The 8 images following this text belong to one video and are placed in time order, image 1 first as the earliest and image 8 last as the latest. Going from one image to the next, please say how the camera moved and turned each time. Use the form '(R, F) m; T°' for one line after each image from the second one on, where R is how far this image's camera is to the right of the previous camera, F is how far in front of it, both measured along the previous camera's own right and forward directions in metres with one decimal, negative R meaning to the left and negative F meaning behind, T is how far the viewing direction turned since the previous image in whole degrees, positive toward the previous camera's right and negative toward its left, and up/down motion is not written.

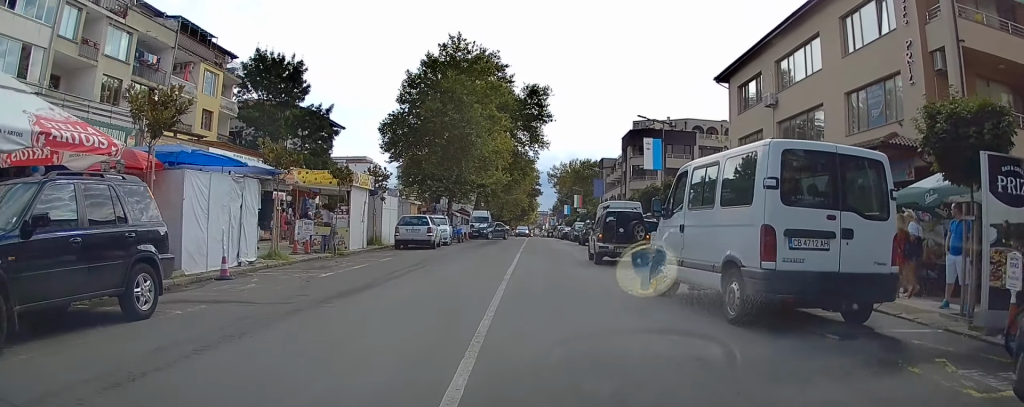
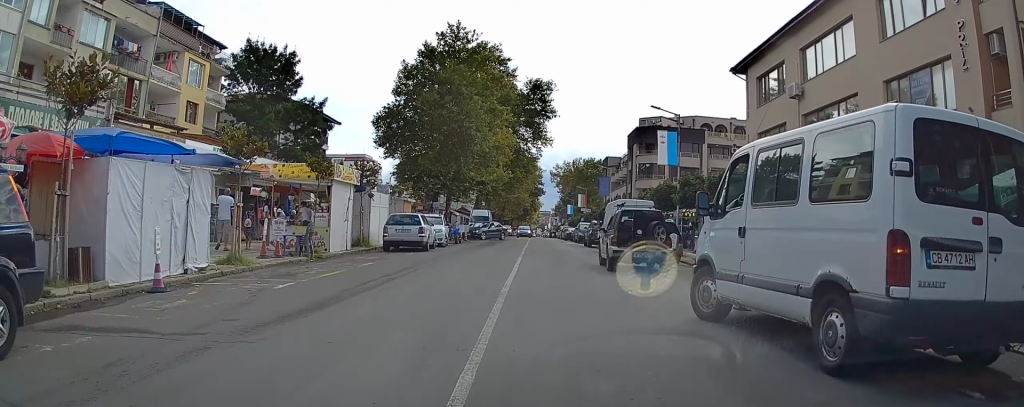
(0.0, +2.7) m; 0°
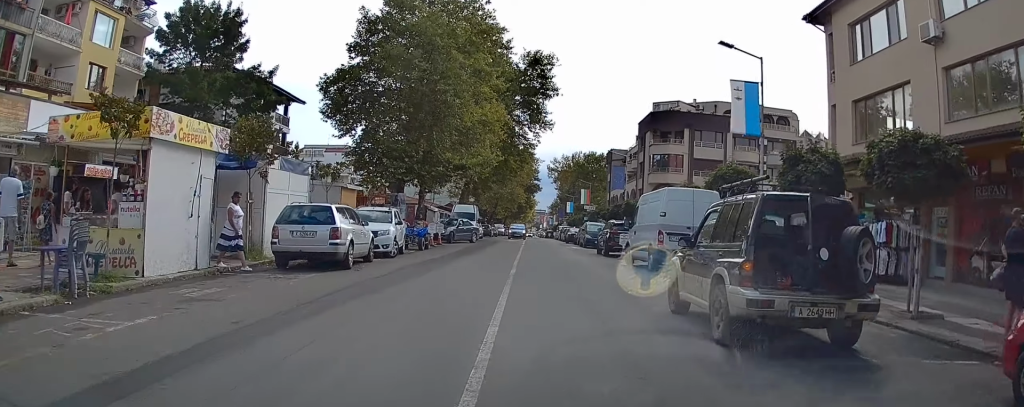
(0.0, +11.0) m; 0°
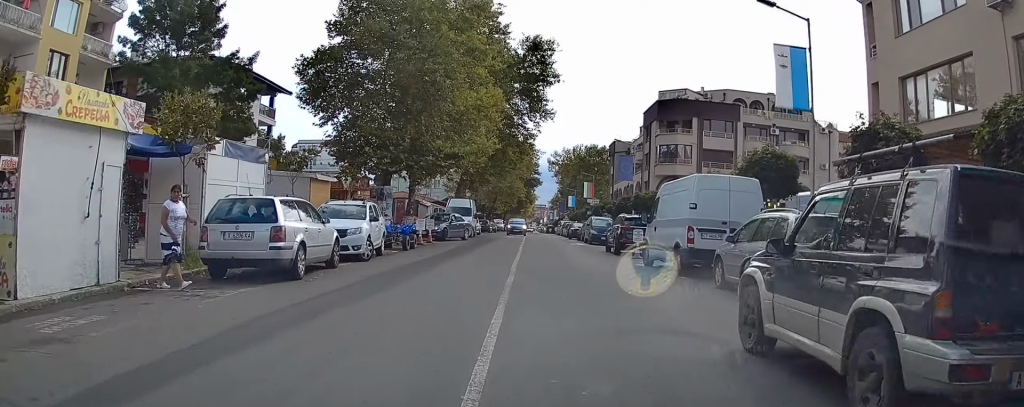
(0.0, +3.4) m; 0°
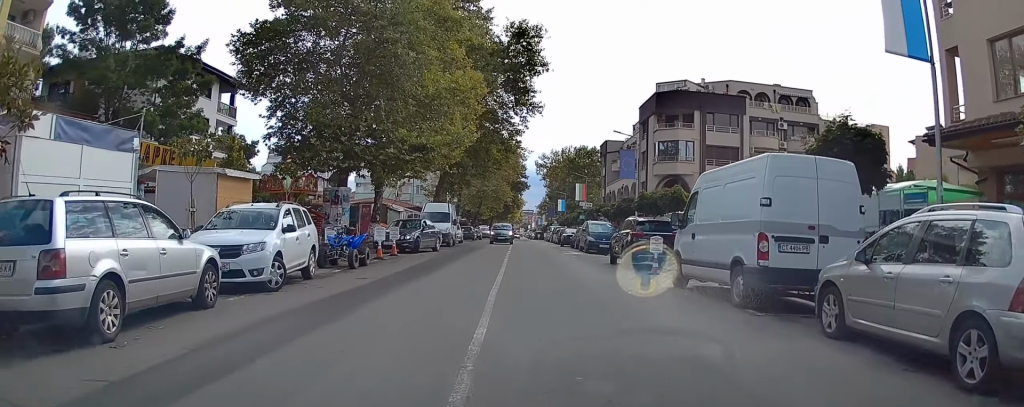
(0.0, +5.5) m; 0°
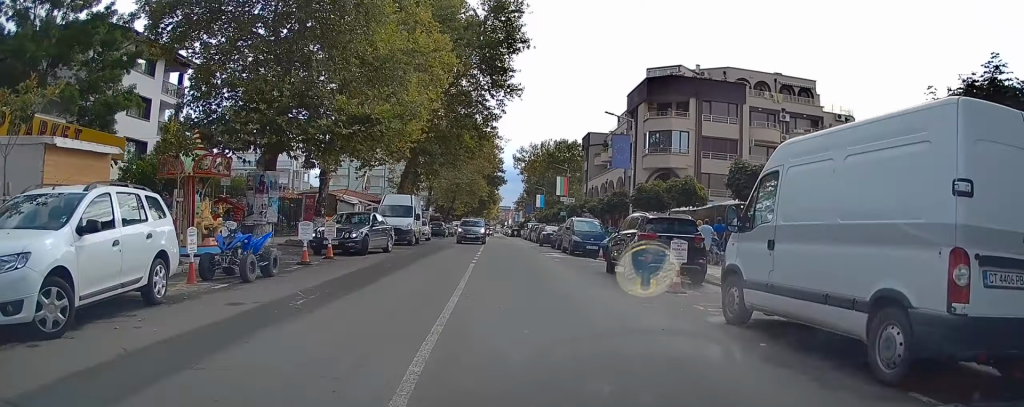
(0.0, +5.3) m; 0°
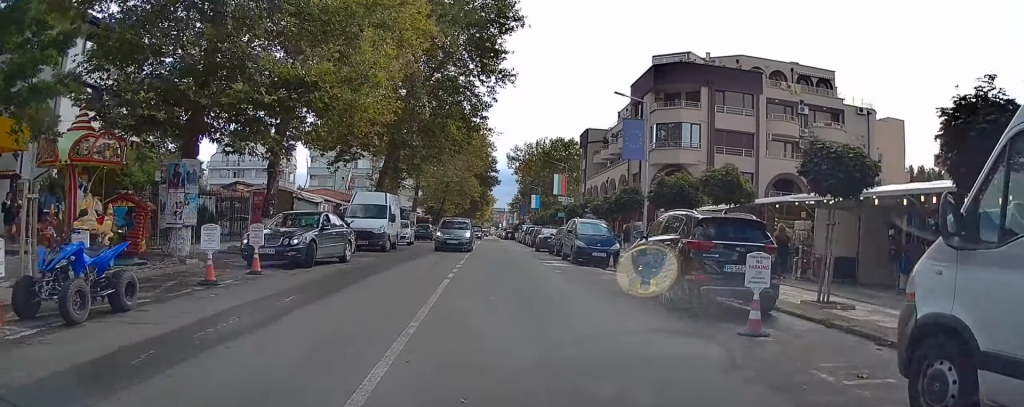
(0.0, +4.9) m; 0°
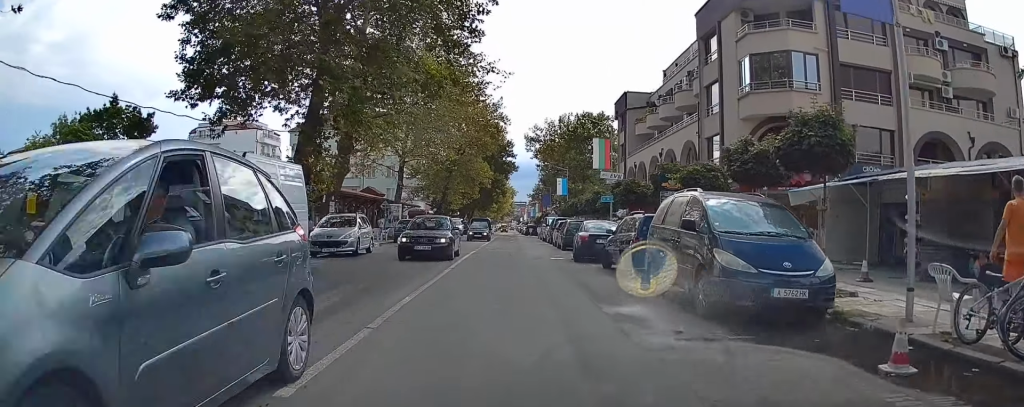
(0.0, +16.4) m; 0°
